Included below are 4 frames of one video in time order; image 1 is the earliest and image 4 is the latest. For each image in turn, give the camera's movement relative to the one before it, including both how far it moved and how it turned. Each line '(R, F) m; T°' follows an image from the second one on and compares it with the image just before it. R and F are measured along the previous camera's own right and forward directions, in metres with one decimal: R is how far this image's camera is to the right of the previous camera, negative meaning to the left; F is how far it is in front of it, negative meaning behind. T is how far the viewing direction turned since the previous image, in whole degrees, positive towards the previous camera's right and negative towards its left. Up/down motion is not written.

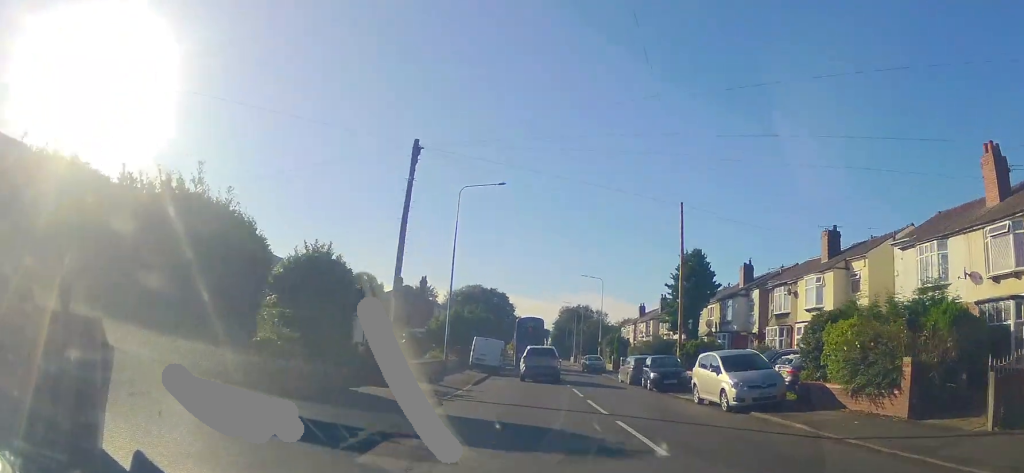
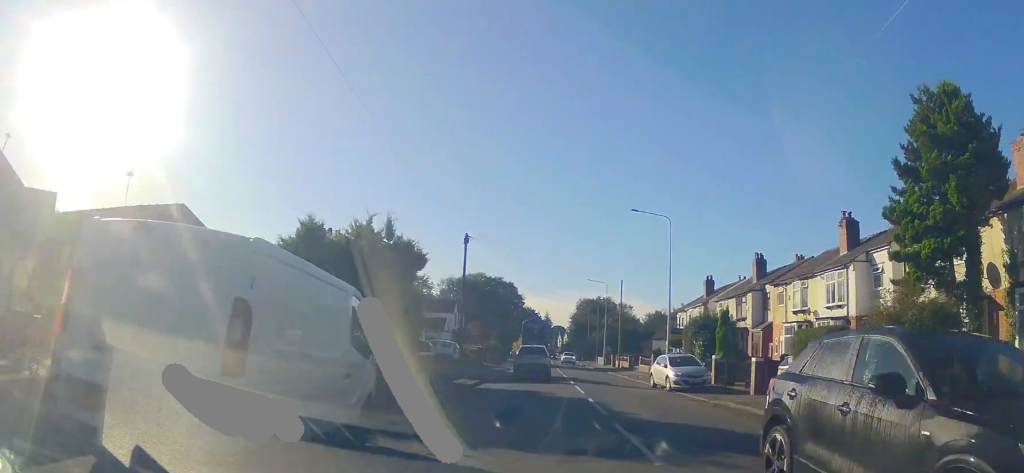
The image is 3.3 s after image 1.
(+0.3, +32.3) m; -2°
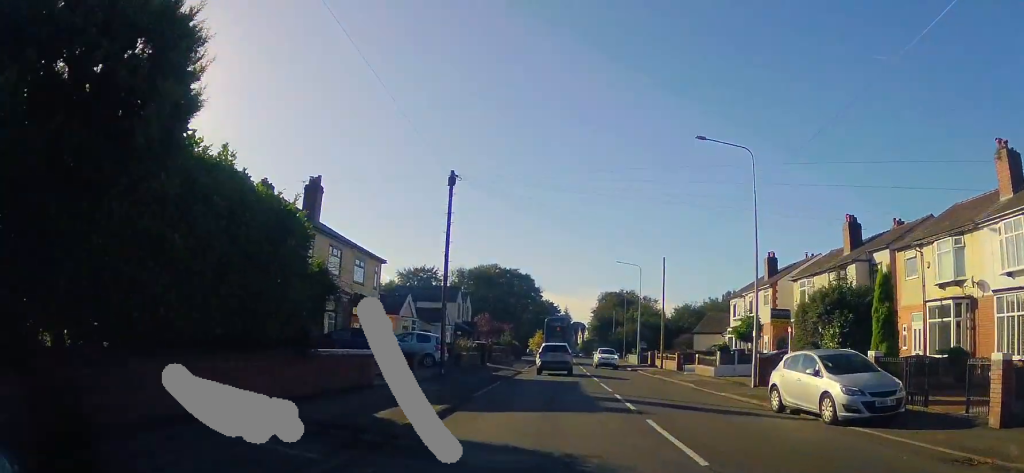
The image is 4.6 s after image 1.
(-0.4, +12.7) m; -1°
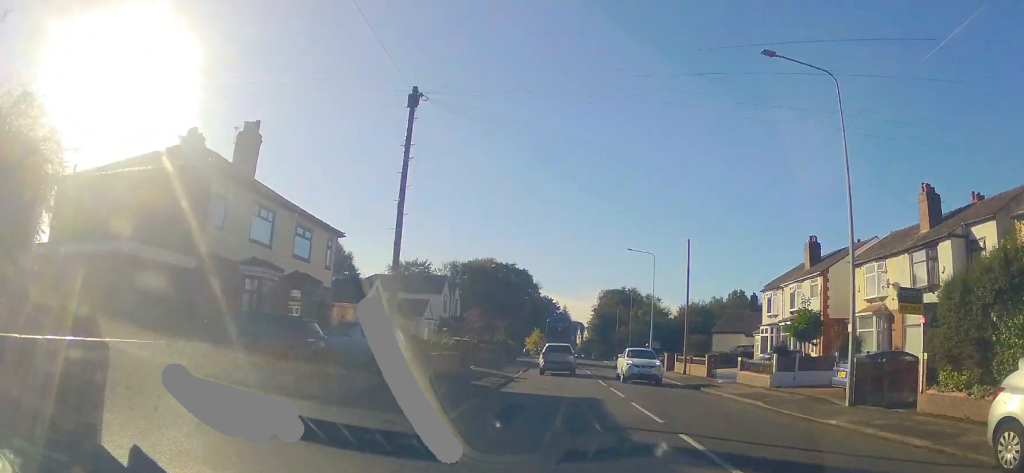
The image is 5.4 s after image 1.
(+0.2, +8.2) m; 0°
